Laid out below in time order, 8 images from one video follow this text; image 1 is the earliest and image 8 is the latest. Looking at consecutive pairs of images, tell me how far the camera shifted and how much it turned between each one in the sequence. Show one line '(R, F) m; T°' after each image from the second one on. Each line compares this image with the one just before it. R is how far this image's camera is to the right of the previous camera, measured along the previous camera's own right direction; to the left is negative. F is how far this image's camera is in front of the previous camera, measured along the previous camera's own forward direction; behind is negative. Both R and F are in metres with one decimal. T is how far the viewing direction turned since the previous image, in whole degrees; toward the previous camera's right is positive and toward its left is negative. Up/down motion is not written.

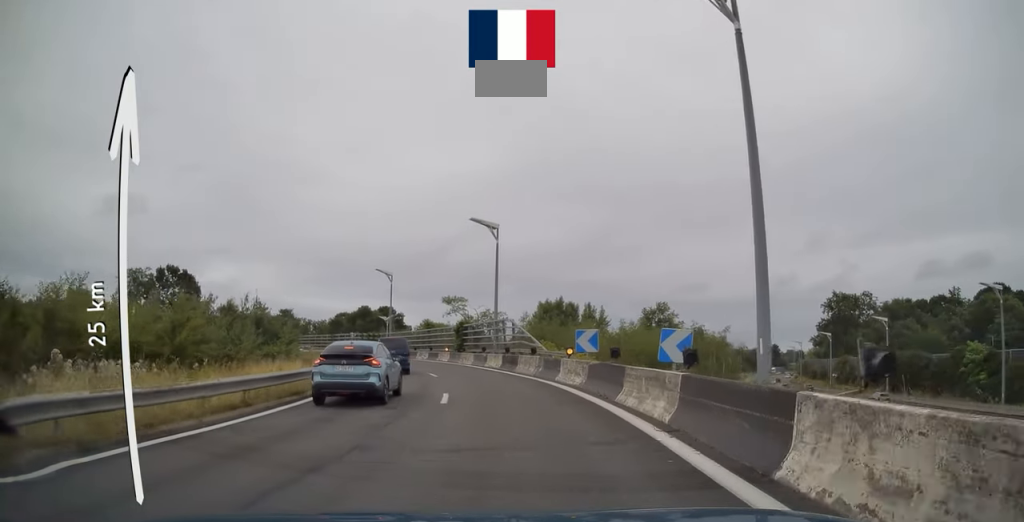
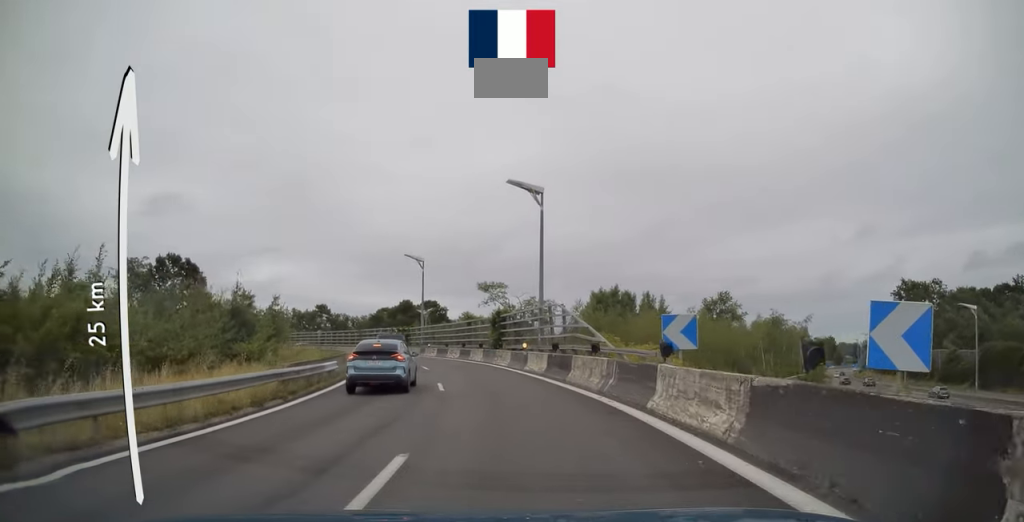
(-0.2, +10.0) m; -3°
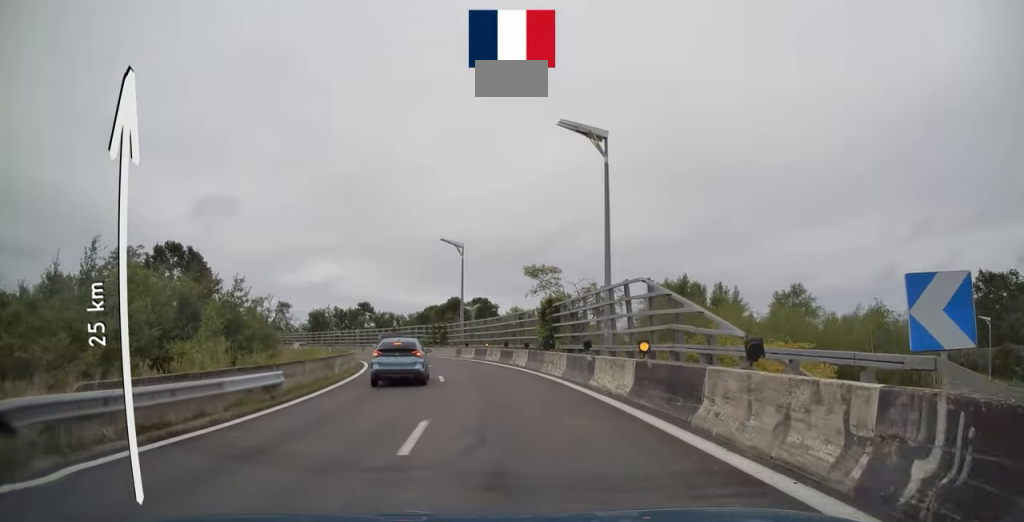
(-0.3, +10.1) m; -4°
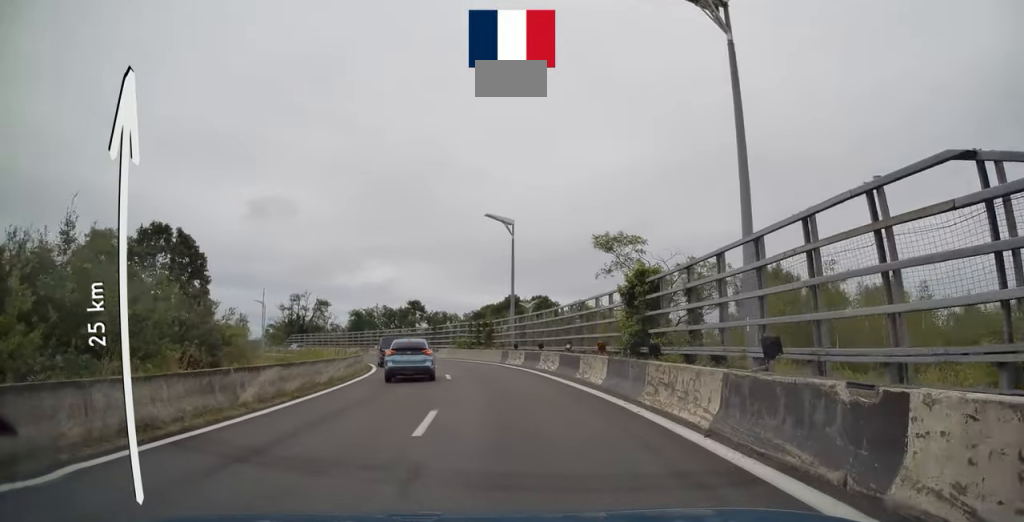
(-0.7, +12.0) m; -6°
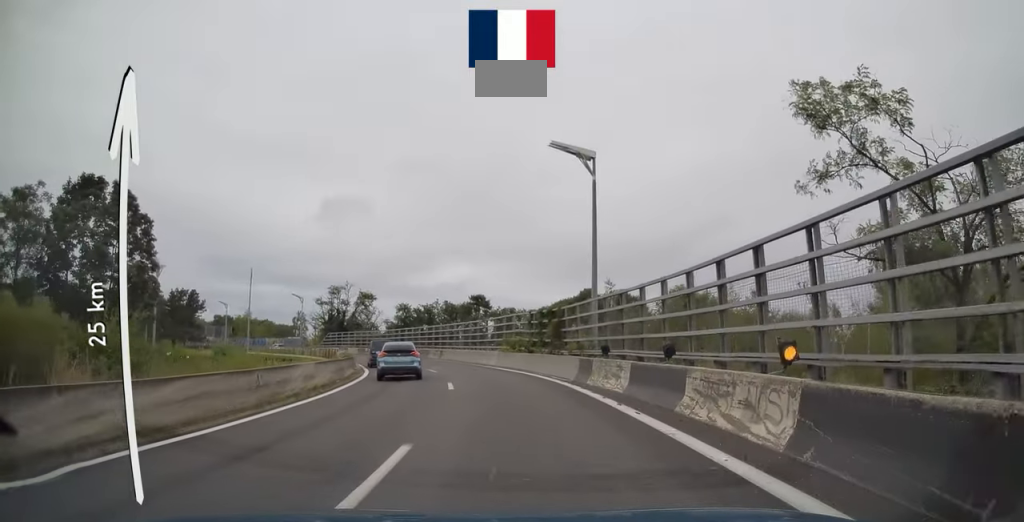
(-1.2, +17.2) m; -8°
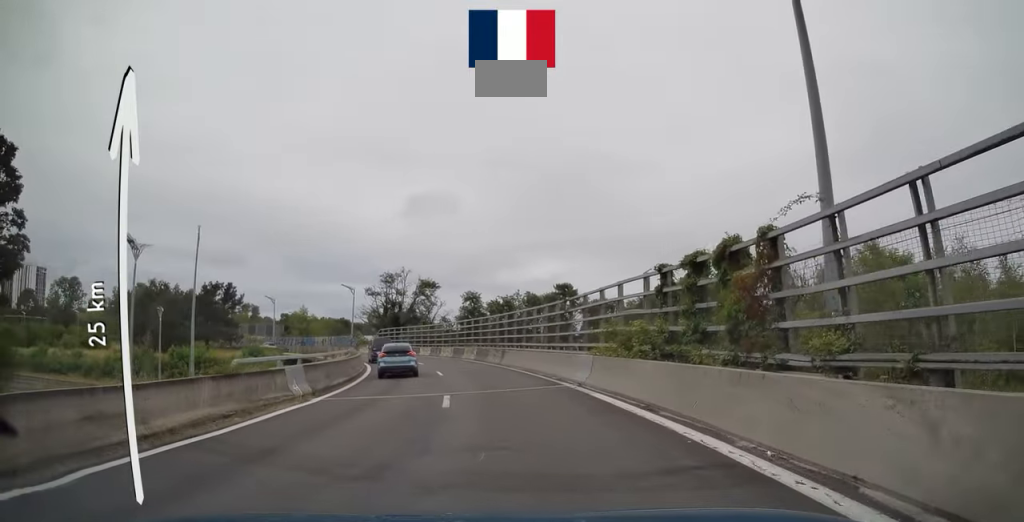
(-1.0, +18.1) m; -8°
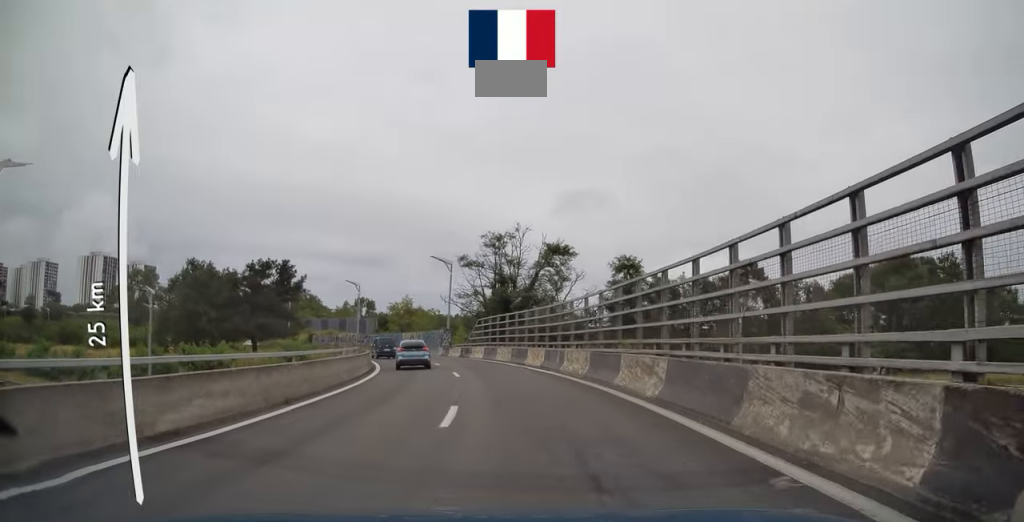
(-4.0, +30.6) m; -14°
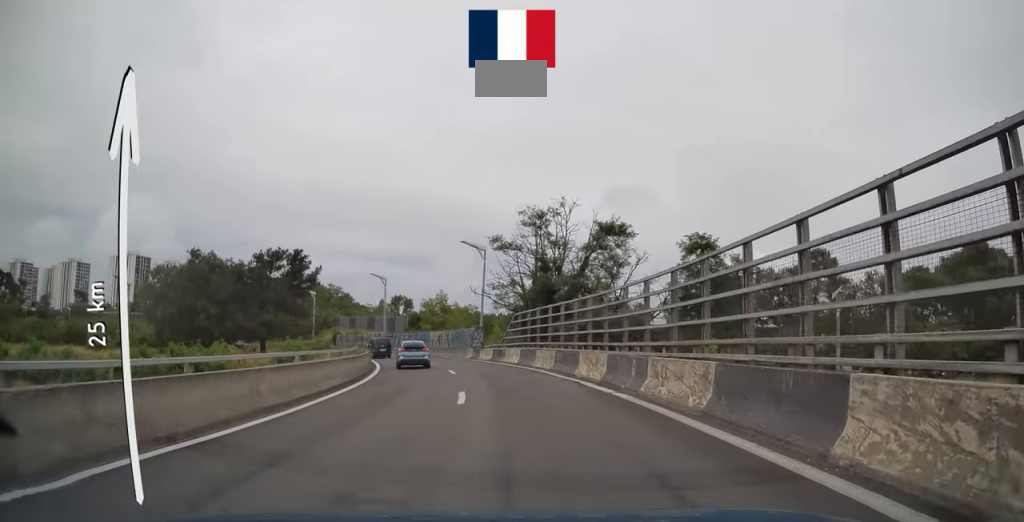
(-0.5, +10.0) m; -5°
